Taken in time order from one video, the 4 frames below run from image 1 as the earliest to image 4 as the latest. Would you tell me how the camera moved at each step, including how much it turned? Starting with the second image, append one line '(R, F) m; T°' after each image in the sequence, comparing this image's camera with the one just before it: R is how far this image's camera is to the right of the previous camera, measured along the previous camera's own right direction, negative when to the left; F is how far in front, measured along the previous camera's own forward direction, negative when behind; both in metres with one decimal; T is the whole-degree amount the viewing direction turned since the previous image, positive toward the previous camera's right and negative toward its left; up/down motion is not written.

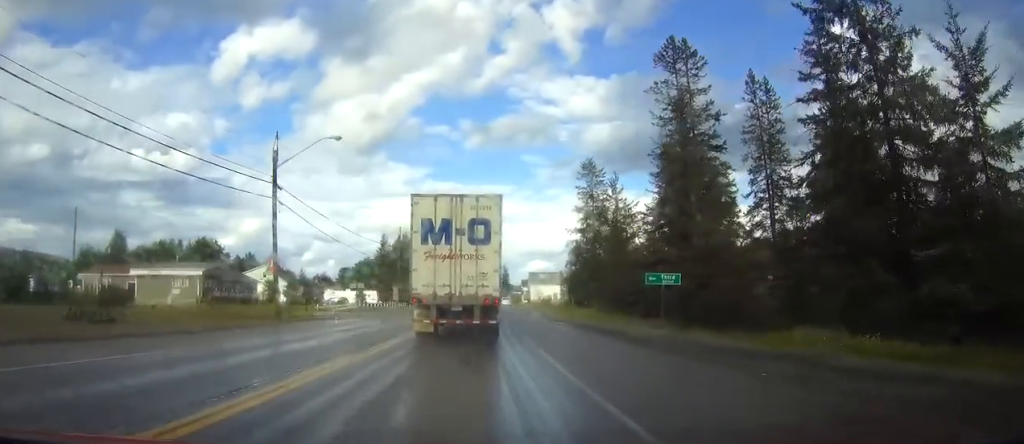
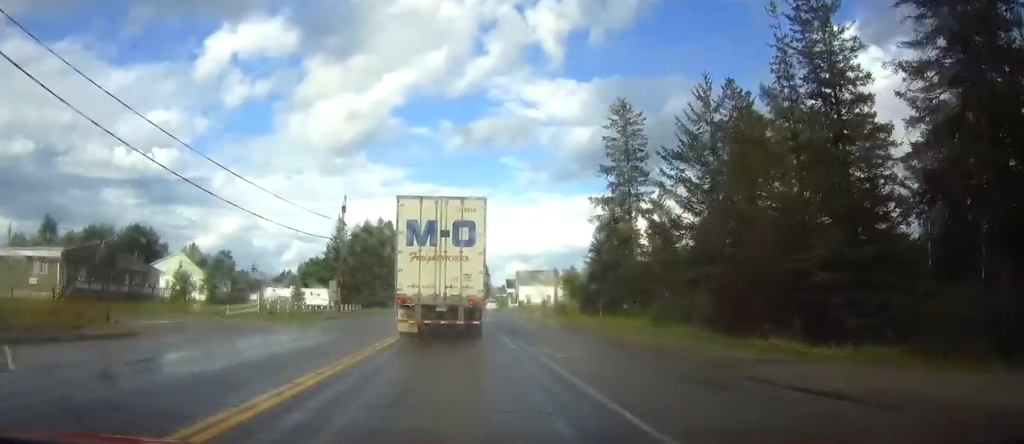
(0.0, +27.4) m; 0°
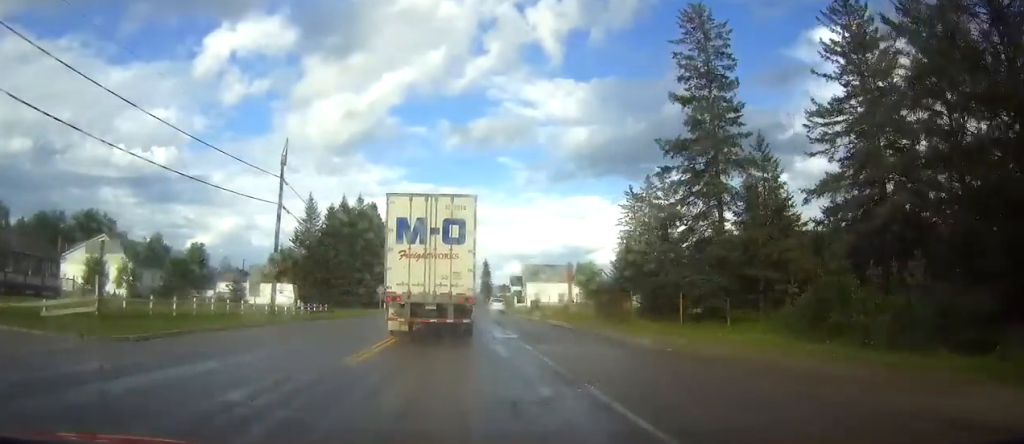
(0.0, +20.6) m; 0°
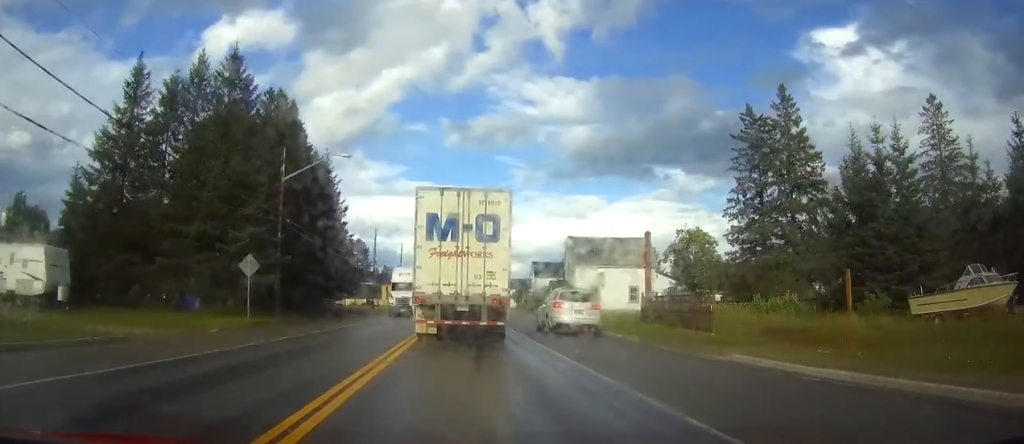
(+0.1, +52.7) m; 0°
